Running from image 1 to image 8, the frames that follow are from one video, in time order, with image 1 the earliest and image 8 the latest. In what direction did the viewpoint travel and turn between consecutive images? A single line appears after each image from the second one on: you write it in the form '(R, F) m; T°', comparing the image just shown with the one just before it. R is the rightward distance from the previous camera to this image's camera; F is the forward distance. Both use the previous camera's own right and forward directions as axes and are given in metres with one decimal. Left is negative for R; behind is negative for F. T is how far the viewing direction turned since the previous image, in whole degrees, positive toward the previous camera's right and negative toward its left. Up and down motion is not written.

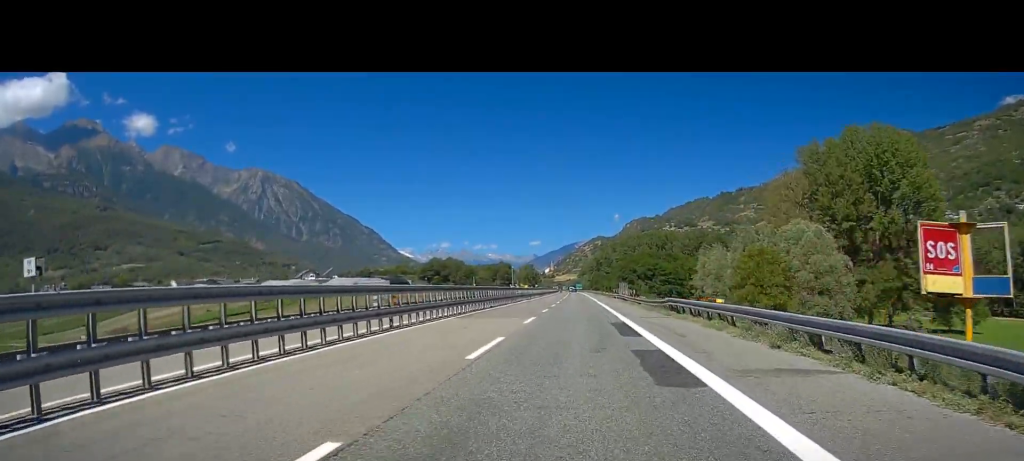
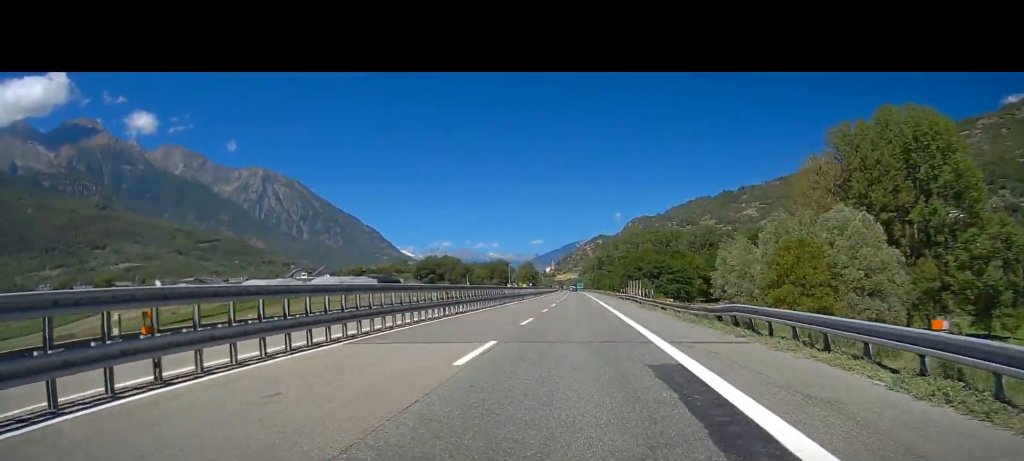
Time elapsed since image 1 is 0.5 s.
(+0.2, +13.7) m; 0°
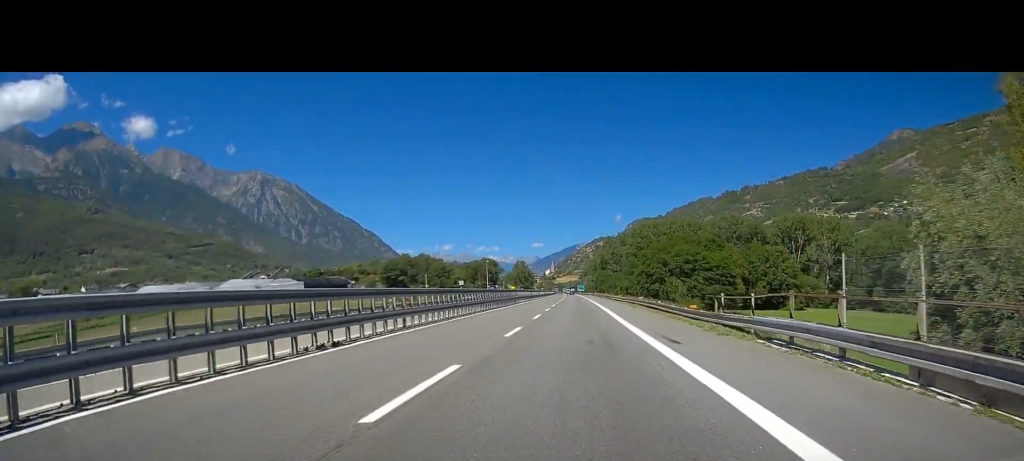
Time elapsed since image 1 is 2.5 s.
(-0.7, +53.0) m; -2°
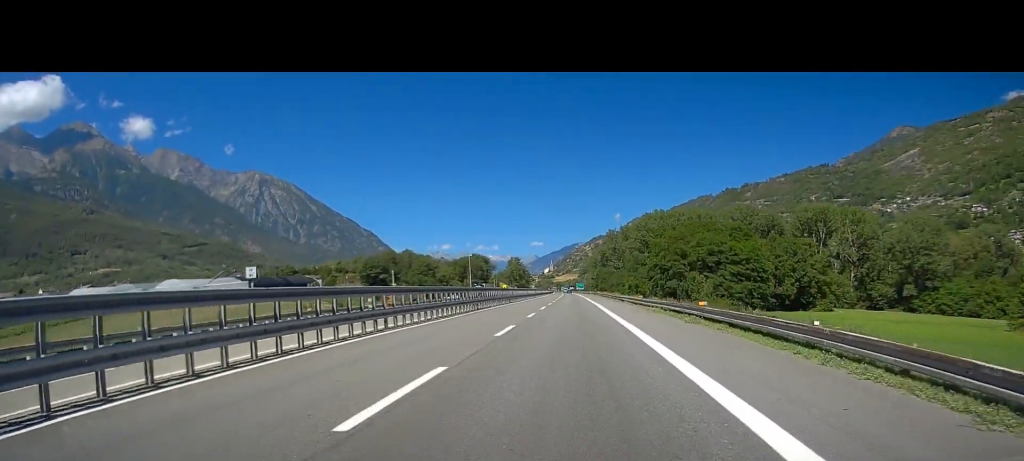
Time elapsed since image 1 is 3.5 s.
(-0.3, +24.7) m; 0°
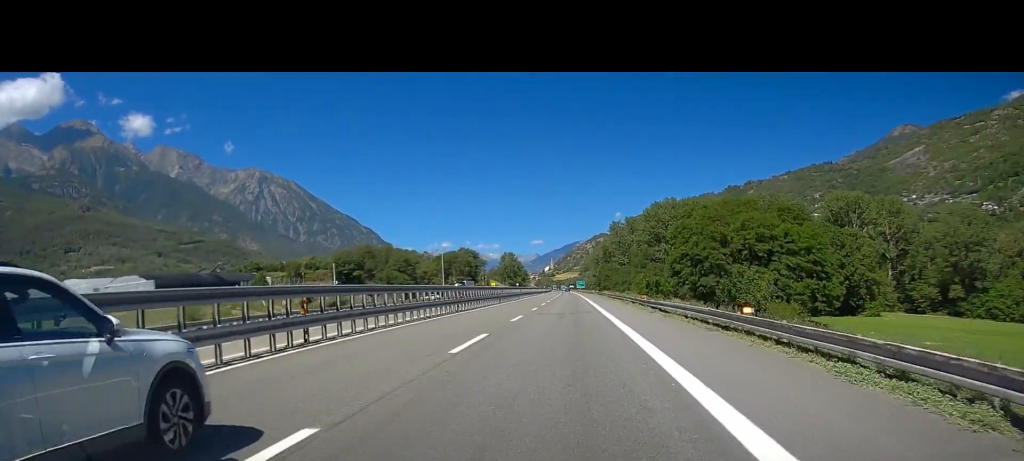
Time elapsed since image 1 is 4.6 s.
(+0.2, +29.0) m; +1°
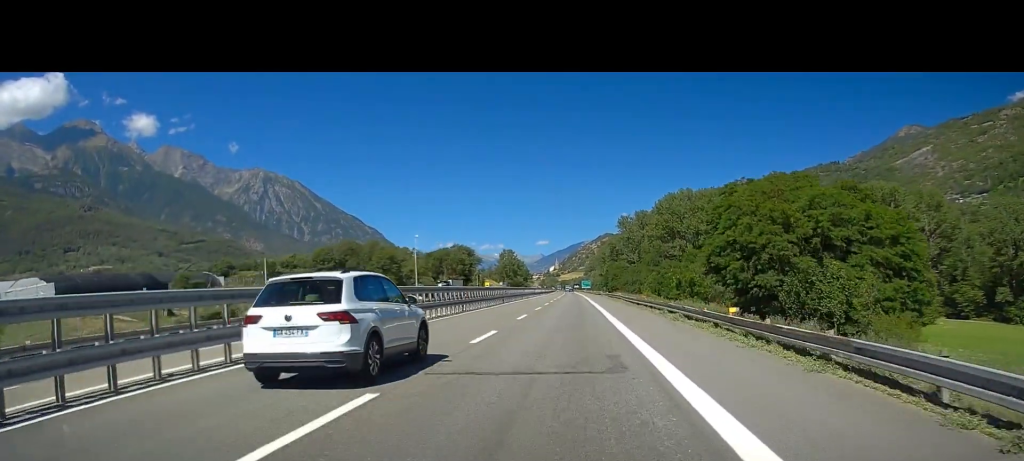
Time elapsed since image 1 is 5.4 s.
(+0.1, +22.0) m; 0°
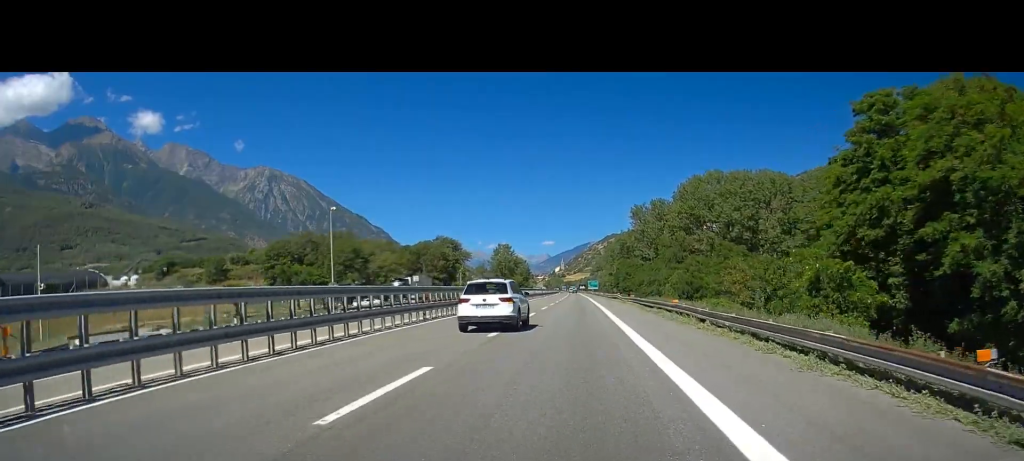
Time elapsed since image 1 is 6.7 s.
(-0.4, +33.8) m; -1°
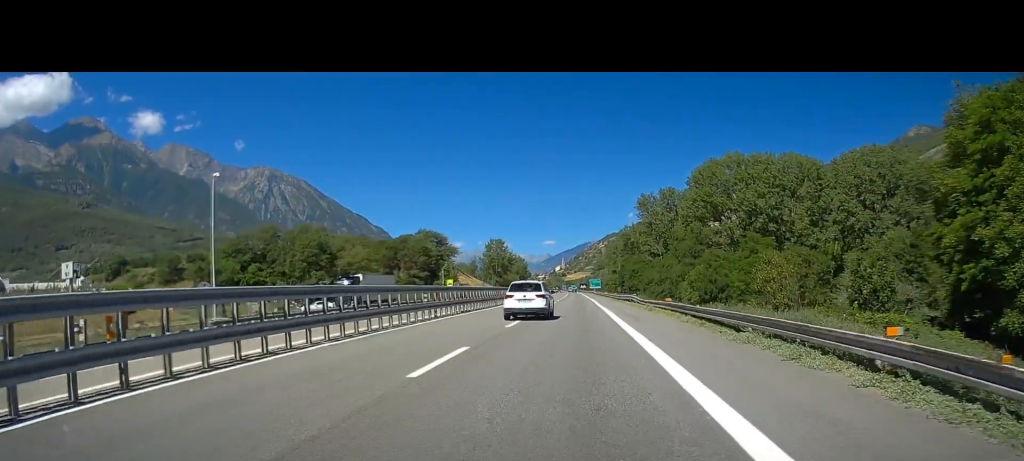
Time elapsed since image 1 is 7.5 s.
(0.0, +20.6) m; +1°
